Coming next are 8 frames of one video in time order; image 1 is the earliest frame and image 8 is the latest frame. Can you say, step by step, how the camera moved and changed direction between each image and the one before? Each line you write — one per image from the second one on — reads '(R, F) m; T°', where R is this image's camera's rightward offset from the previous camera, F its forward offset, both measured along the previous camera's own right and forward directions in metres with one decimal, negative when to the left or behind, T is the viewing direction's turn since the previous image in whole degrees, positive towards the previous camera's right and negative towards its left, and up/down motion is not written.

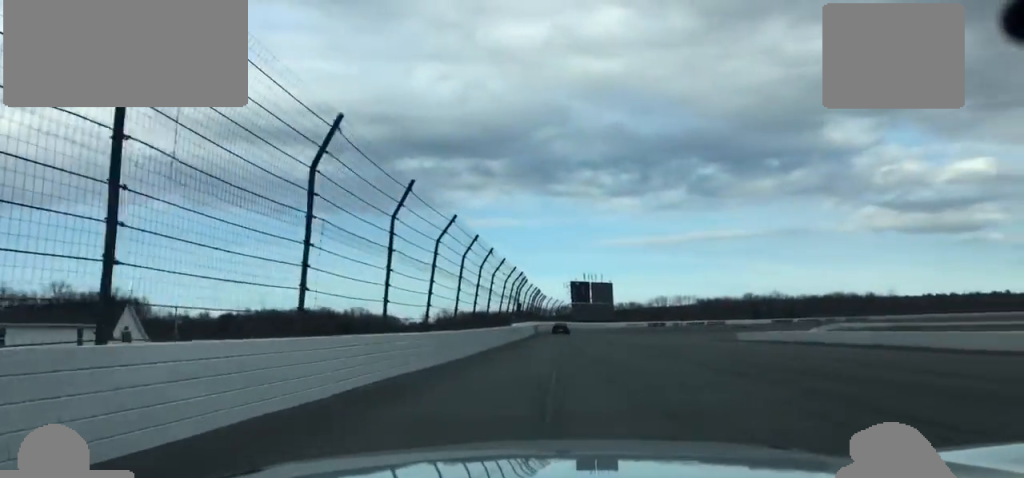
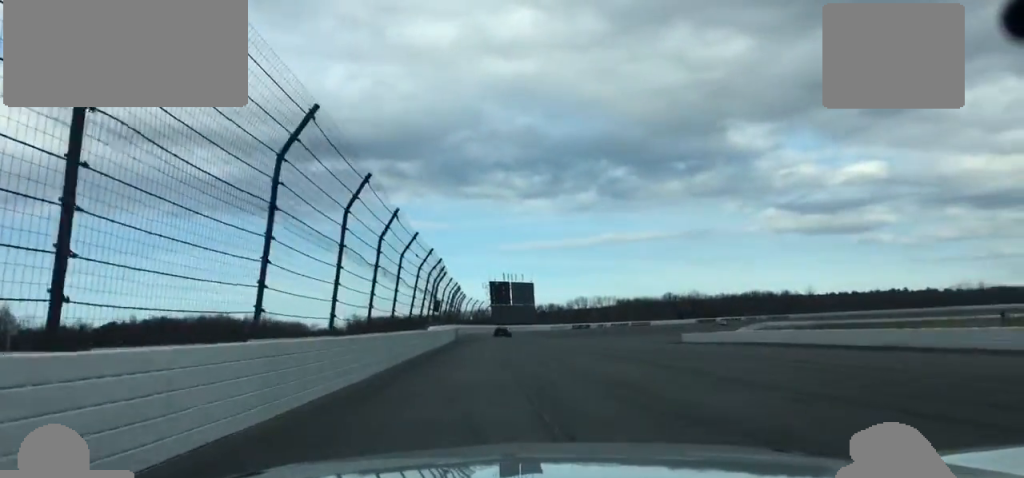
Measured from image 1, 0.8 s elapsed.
(+0.4, +16.8) m; +3°
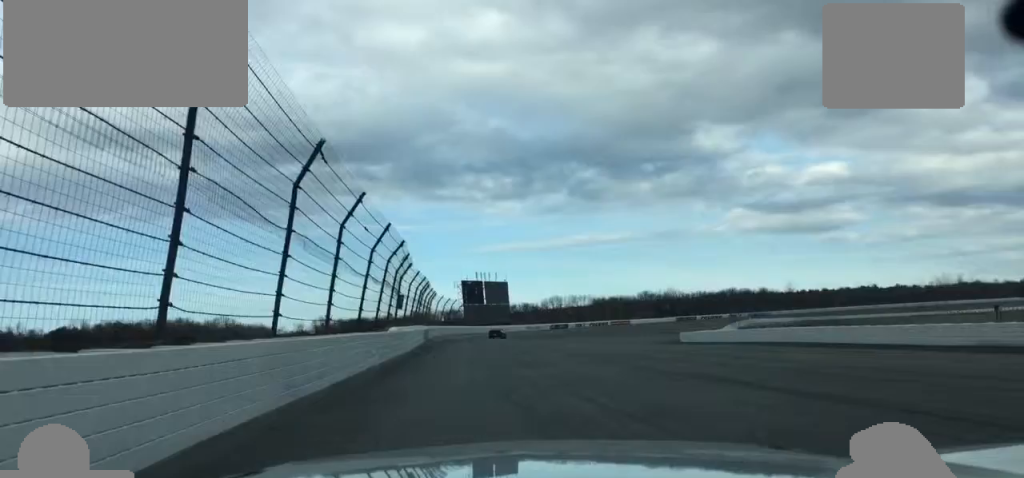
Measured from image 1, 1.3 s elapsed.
(0.0, +11.6) m; +2°
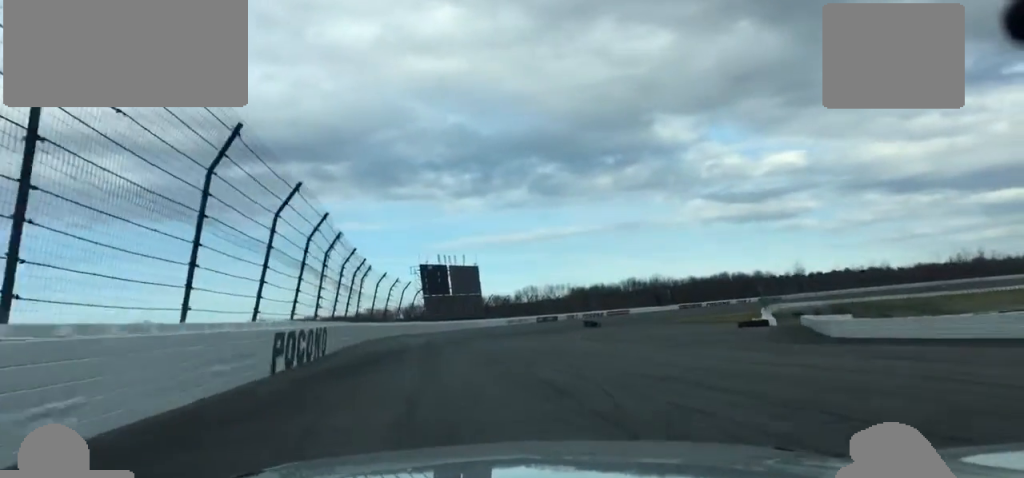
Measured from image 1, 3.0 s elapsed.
(+2.3, +47.0) m; +3°
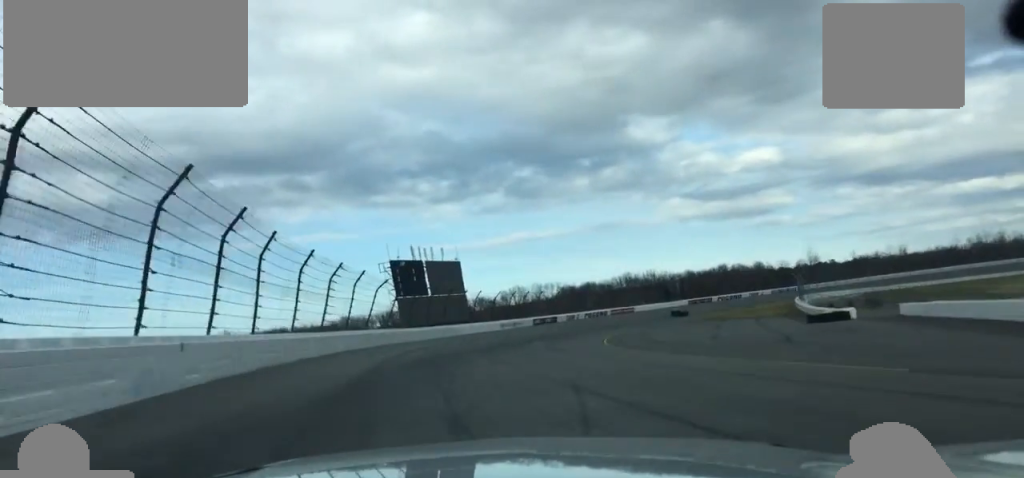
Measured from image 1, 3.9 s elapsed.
(0.0, +28.4) m; +1°
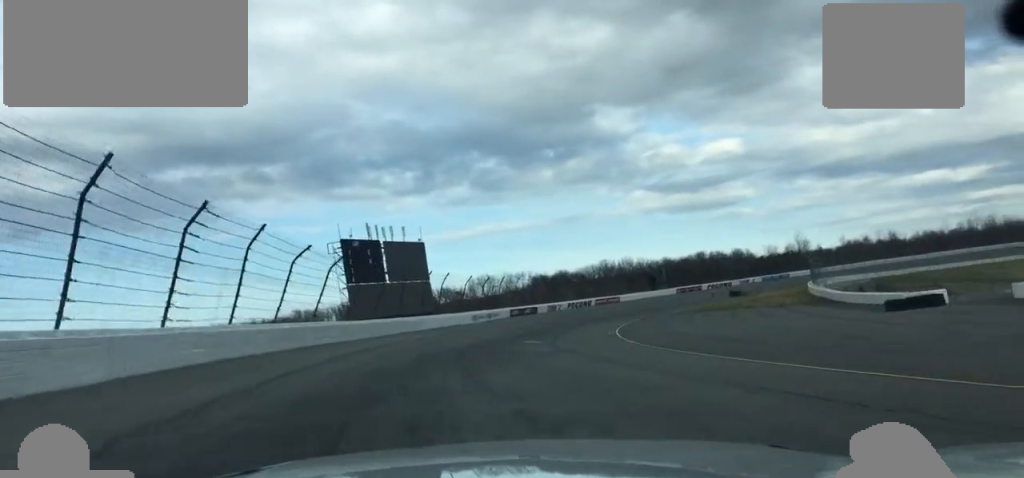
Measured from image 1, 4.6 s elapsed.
(+0.2, +22.6) m; +2°
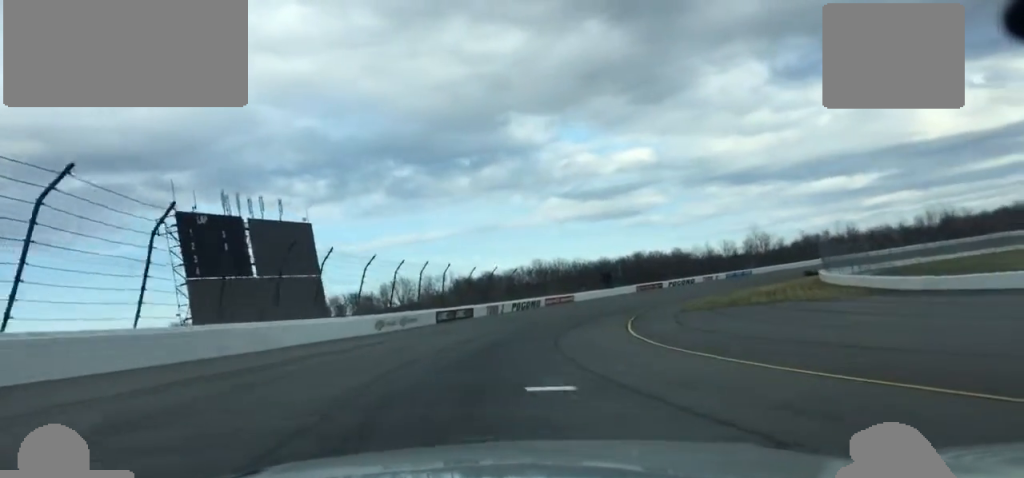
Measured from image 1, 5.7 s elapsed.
(+1.6, +36.7) m; +6°
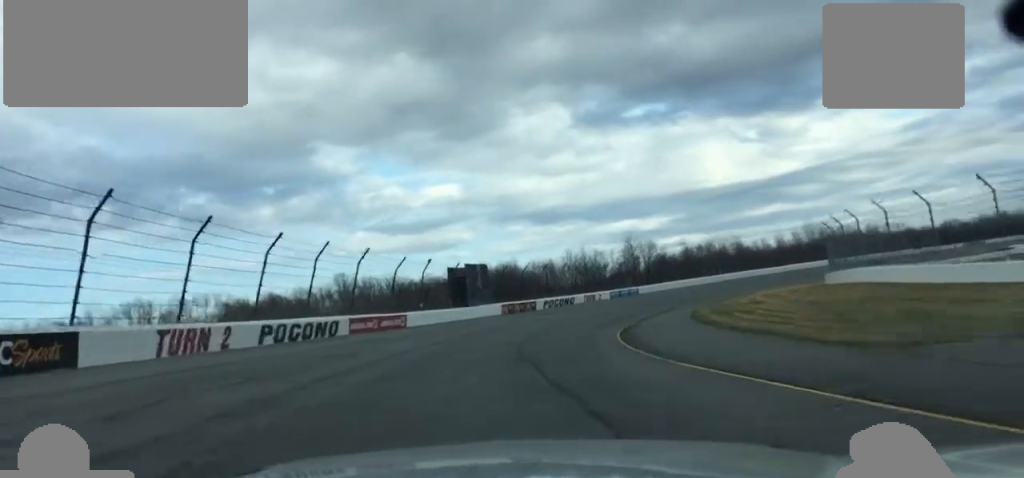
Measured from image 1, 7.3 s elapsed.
(+5.6, +60.9) m; +12°
